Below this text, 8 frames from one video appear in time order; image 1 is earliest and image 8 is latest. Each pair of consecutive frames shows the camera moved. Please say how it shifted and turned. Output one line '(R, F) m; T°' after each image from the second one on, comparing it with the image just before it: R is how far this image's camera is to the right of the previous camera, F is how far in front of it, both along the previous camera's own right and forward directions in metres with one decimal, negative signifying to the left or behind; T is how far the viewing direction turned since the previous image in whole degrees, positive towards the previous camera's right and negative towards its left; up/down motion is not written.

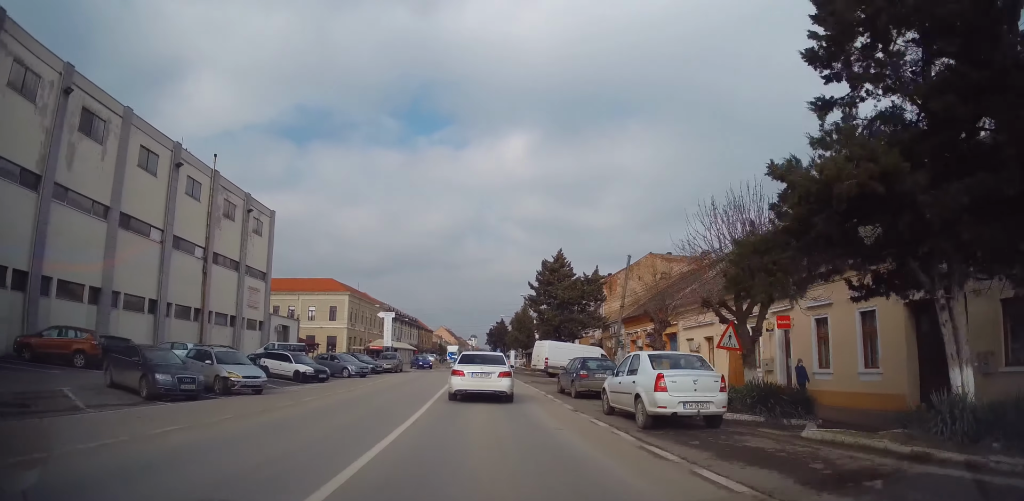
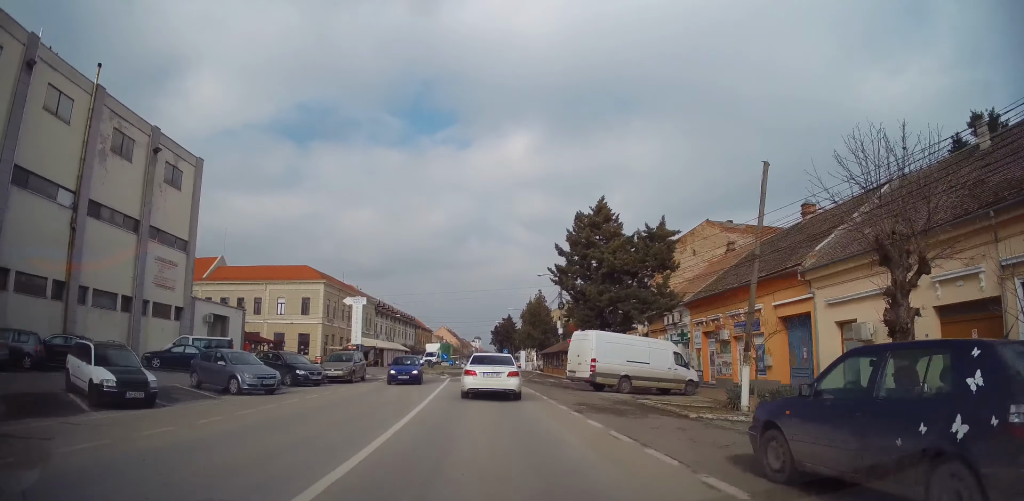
(0.0, +15.9) m; 0°
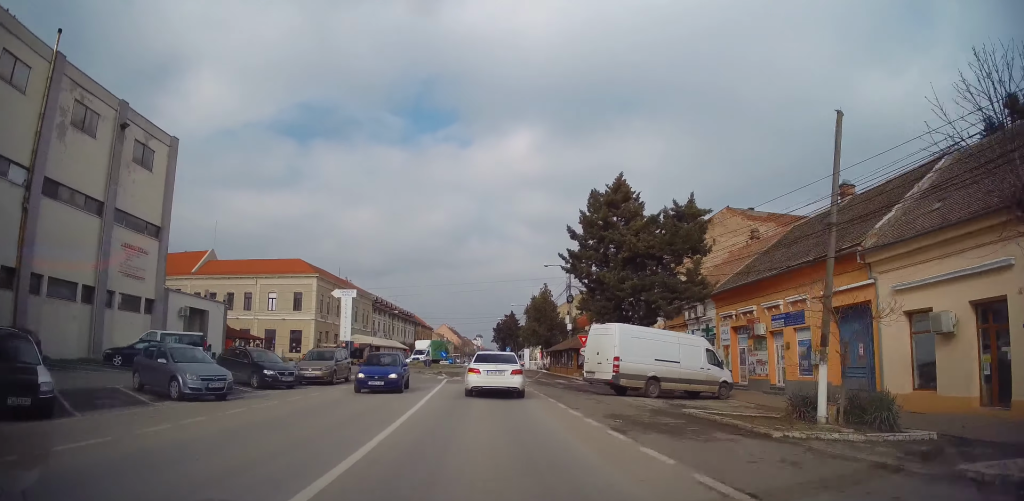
(0.0, +3.5) m; 0°
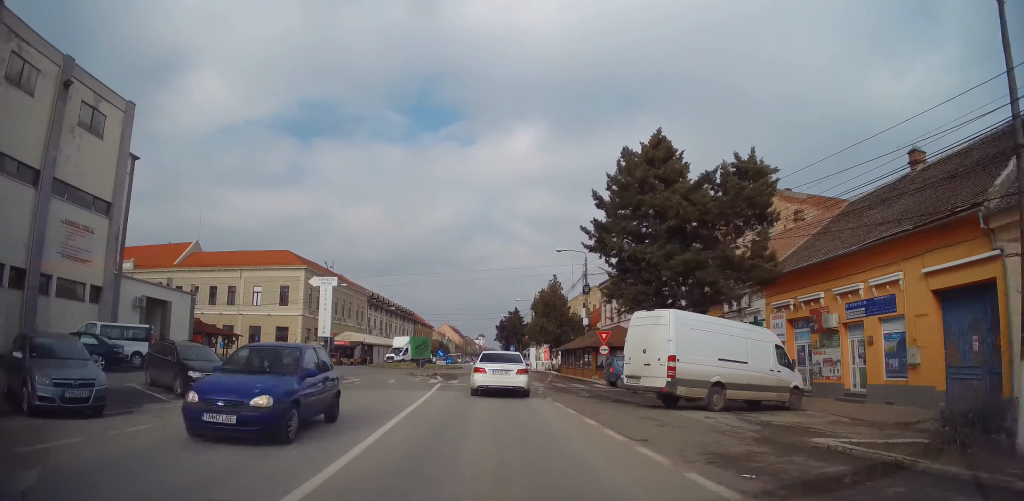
(0.0, +5.6) m; 0°
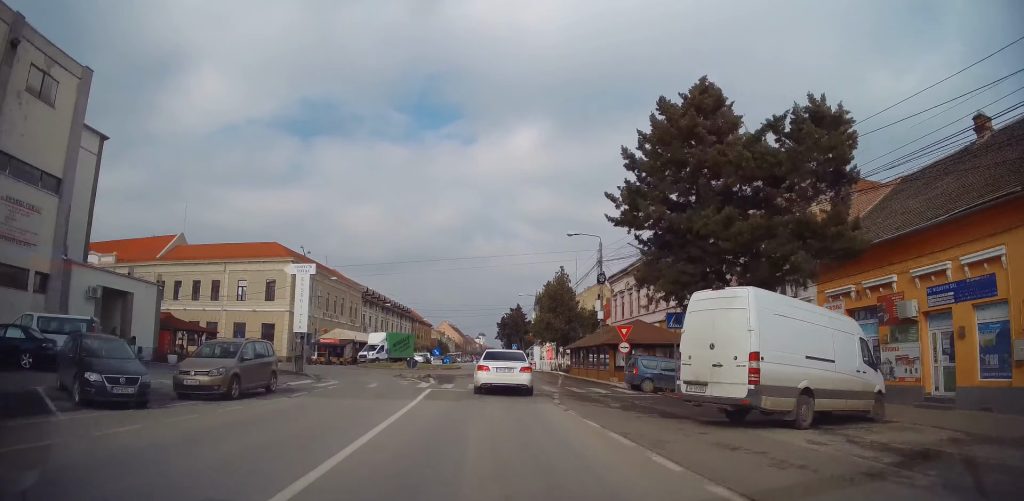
(0.0, +4.6) m; -1°
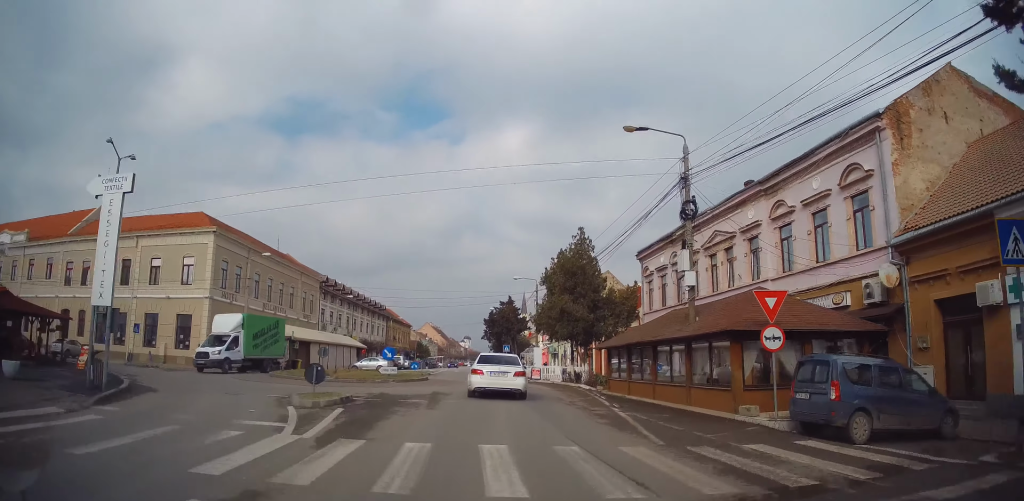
(+0.1, +15.0) m; +1°
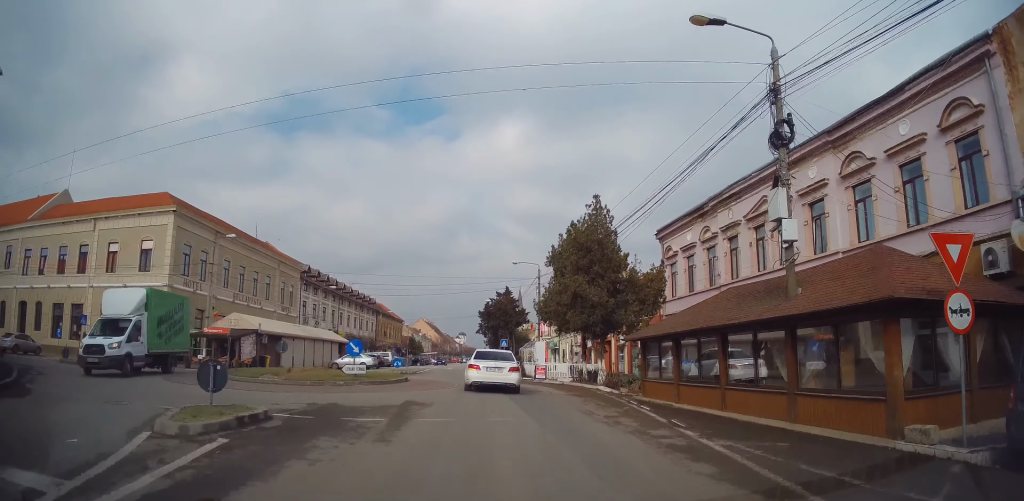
(-0.2, +6.1) m; +2°
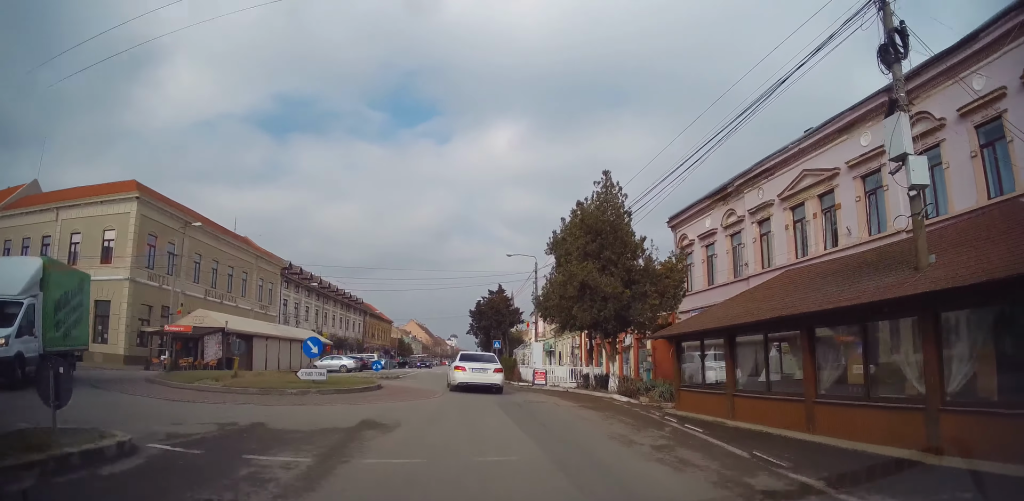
(+0.3, +4.0) m; +2°
